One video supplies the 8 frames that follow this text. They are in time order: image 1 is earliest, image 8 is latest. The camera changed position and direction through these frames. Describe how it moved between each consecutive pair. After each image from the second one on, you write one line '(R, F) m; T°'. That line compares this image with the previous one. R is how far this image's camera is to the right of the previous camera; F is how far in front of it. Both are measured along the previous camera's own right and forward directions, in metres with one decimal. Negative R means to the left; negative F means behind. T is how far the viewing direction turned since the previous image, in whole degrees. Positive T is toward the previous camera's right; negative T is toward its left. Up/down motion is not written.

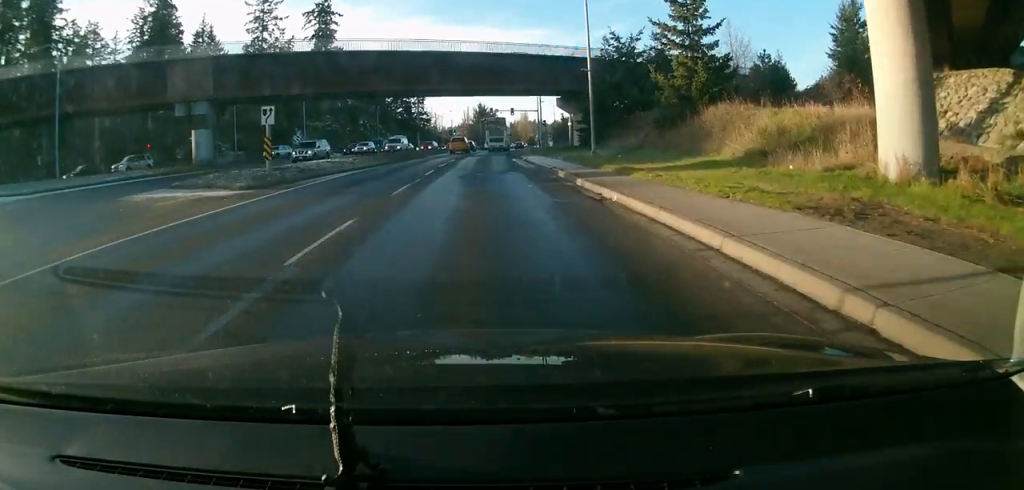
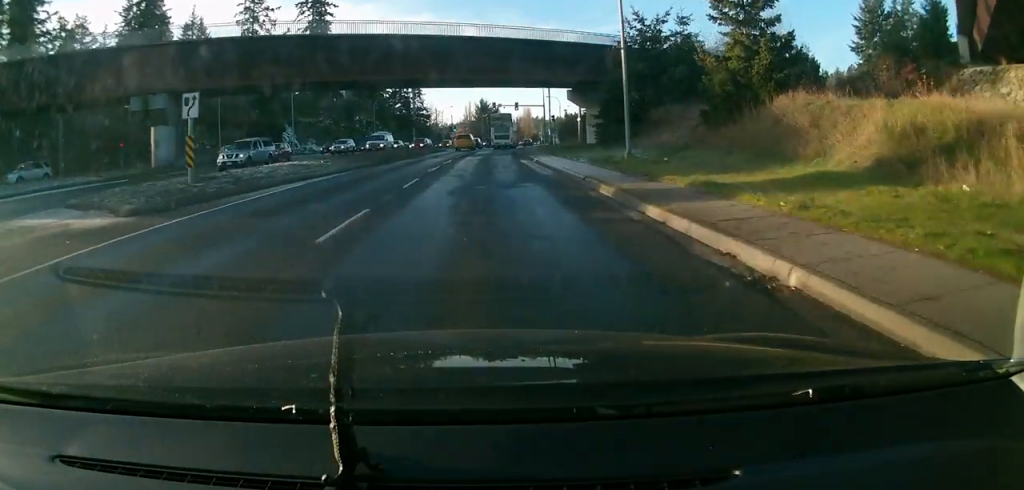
(0.0, +7.4) m; 0°
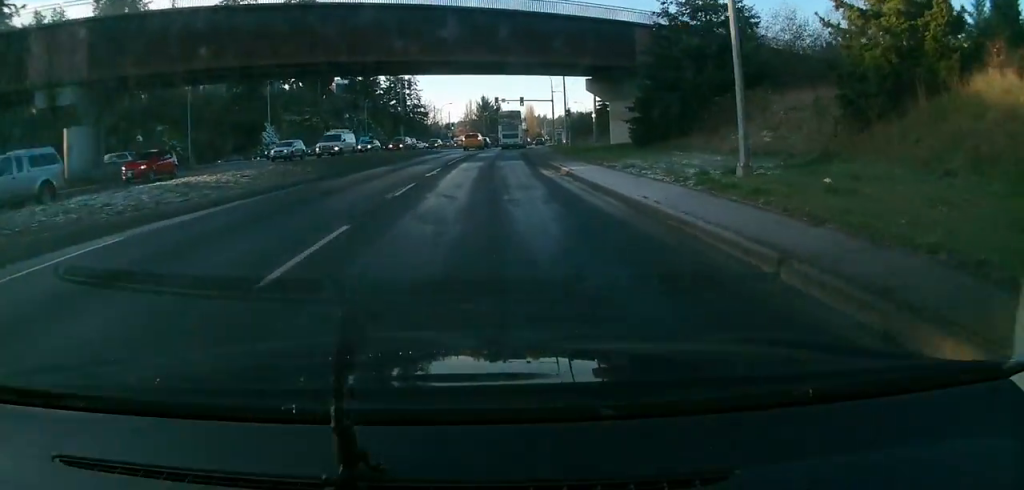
(0.0, +11.1) m; 0°
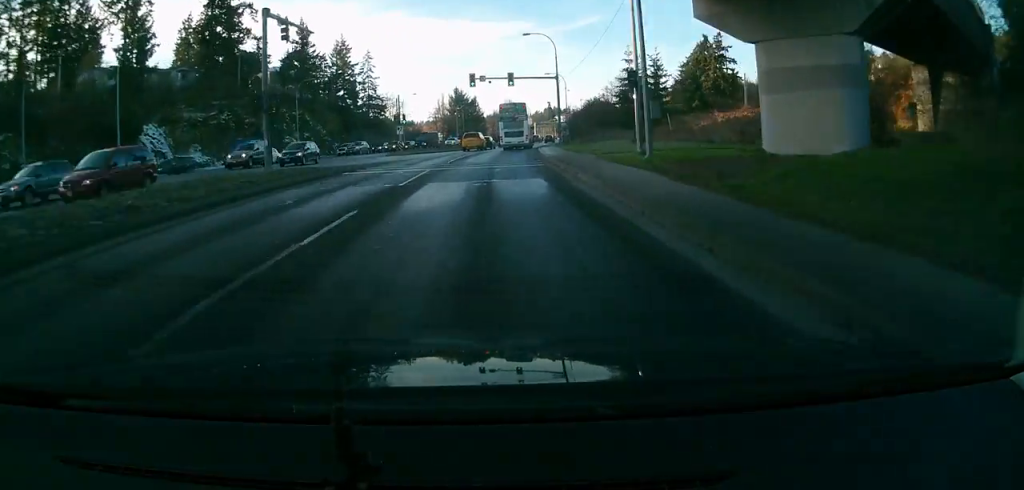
(0.0, +31.4) m; 0°
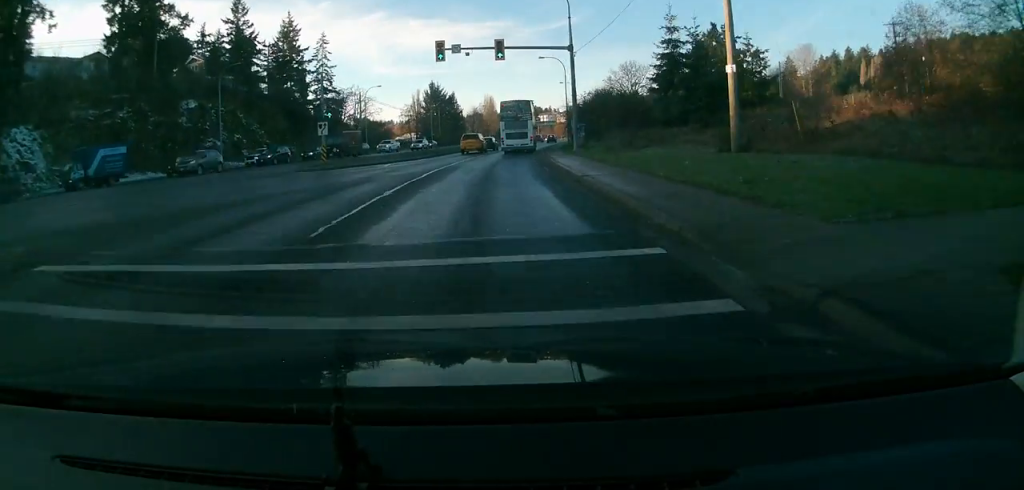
(0.0, +21.9) m; 0°
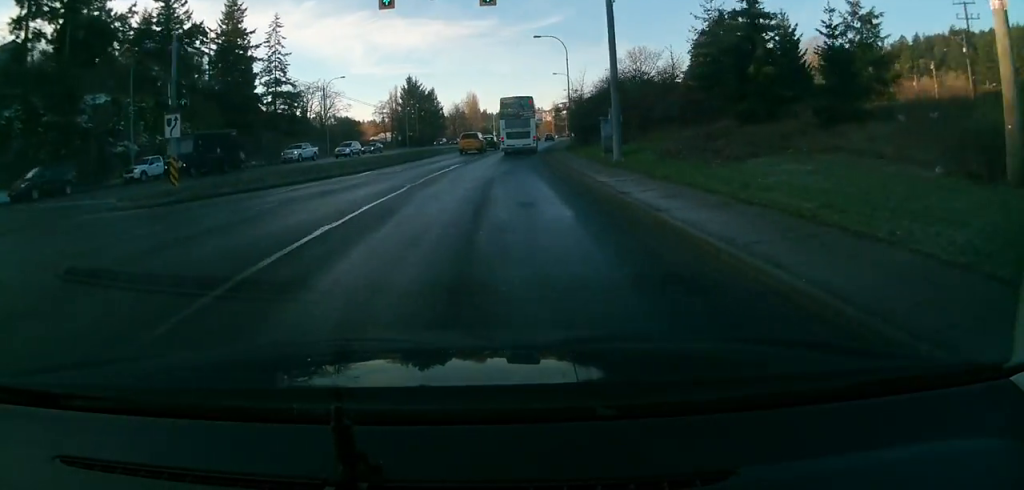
(0.0, +16.6) m; 0°
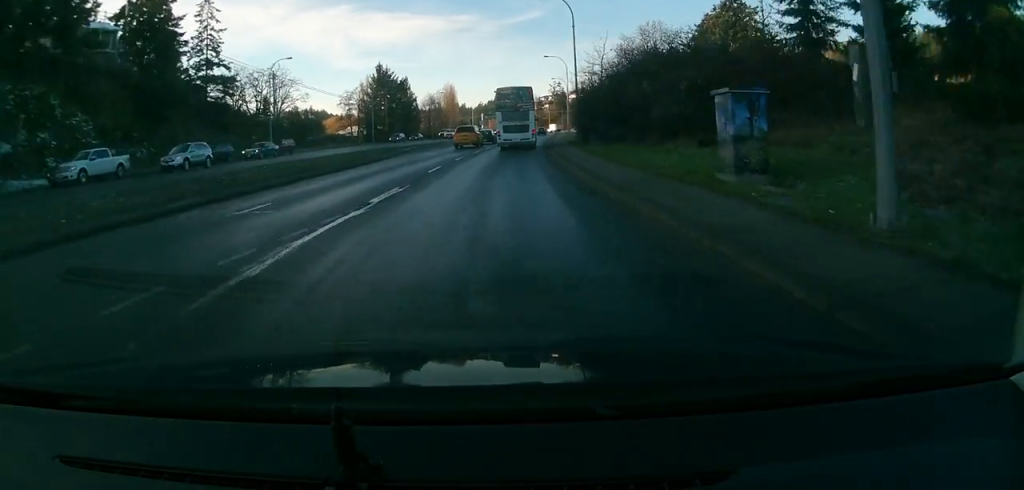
(0.0, +17.0) m; 0°
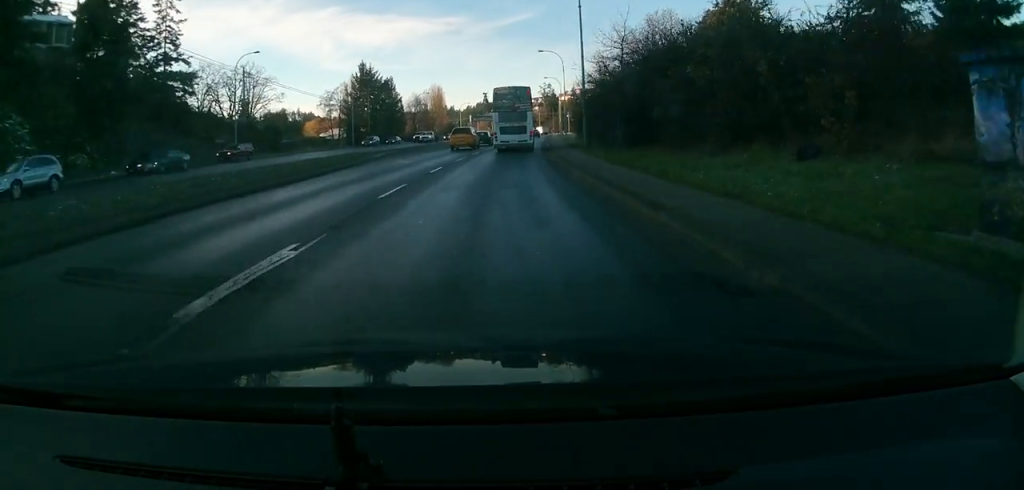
(0.0, +8.0) m; +1°
